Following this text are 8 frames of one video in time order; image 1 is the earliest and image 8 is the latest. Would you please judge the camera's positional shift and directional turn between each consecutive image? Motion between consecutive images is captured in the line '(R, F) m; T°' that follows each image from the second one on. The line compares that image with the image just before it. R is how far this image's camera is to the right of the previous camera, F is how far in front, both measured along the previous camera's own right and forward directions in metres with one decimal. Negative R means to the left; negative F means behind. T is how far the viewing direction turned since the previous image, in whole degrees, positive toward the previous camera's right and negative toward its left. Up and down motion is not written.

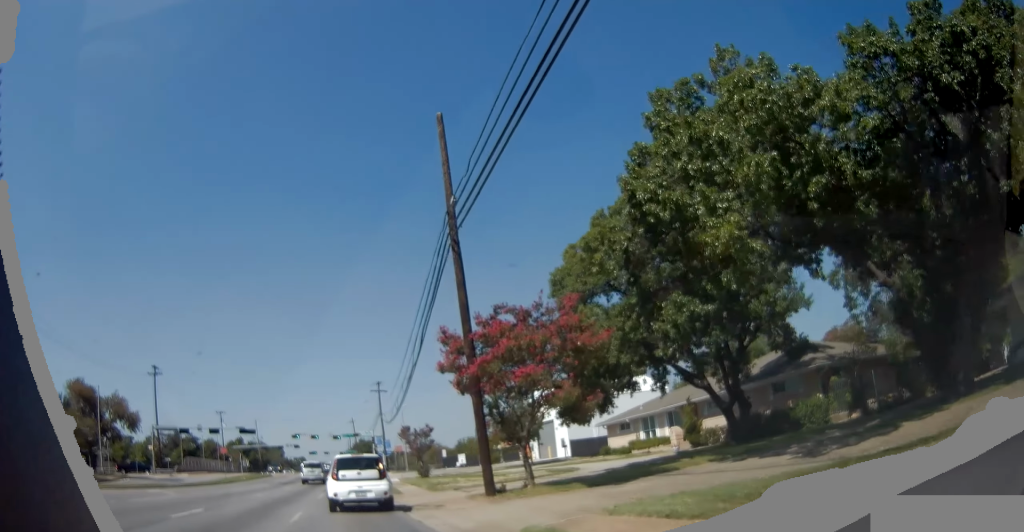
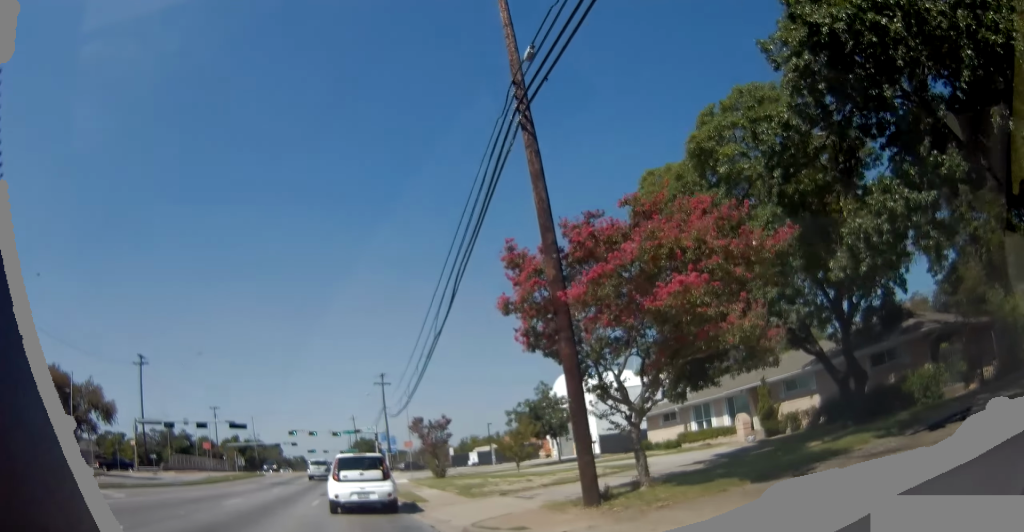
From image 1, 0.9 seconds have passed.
(-0.1, +6.7) m; -1°
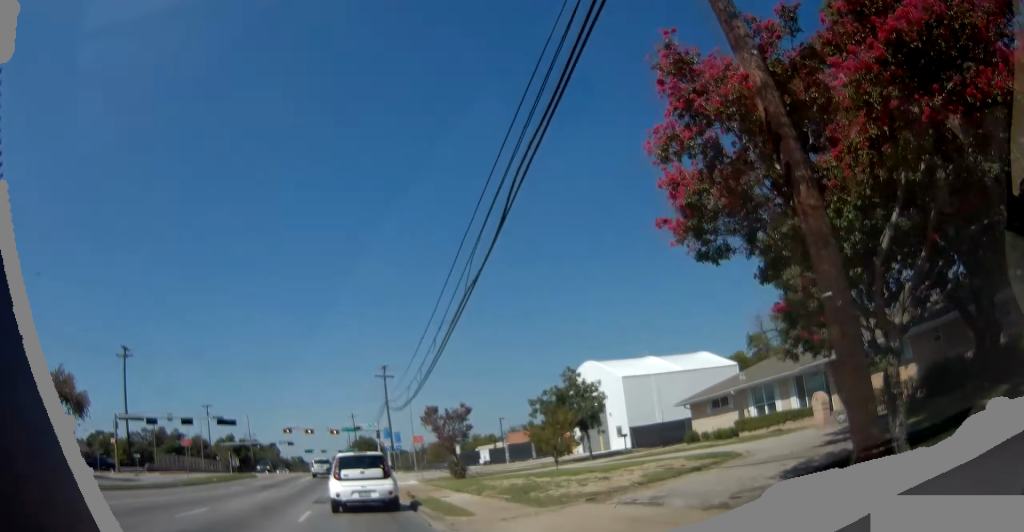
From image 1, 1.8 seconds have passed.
(0.0, +6.0) m; 0°
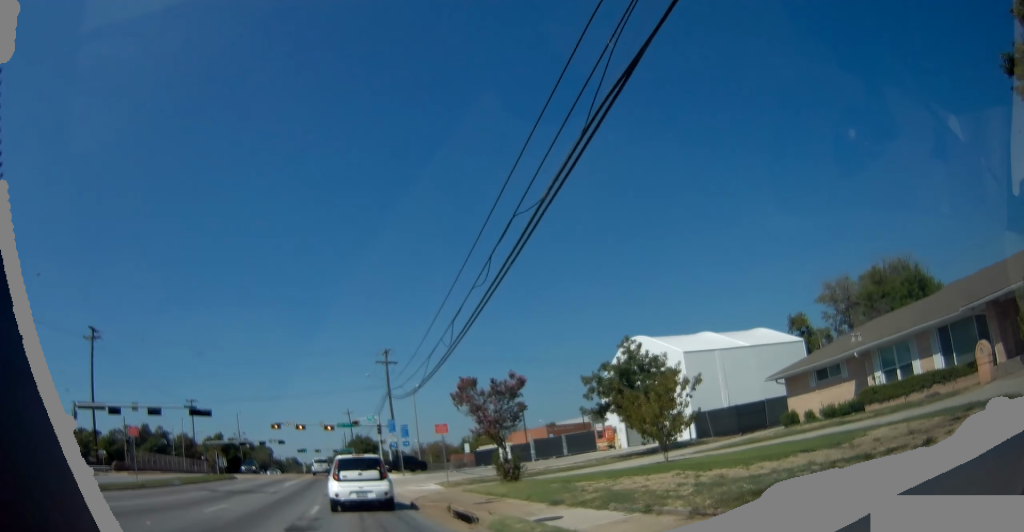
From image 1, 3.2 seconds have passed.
(0.0, +9.4) m; 0°
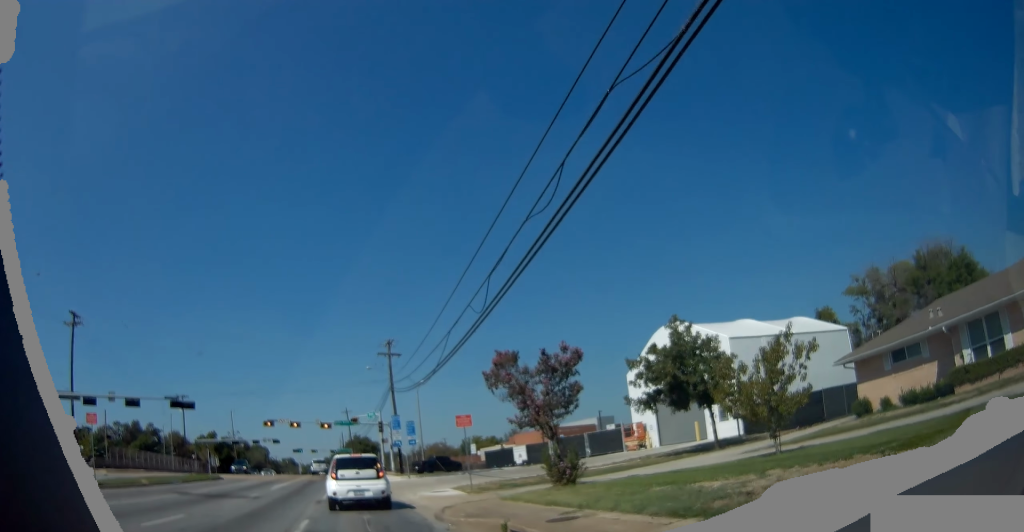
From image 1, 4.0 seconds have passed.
(0.0, +5.0) m; 0°
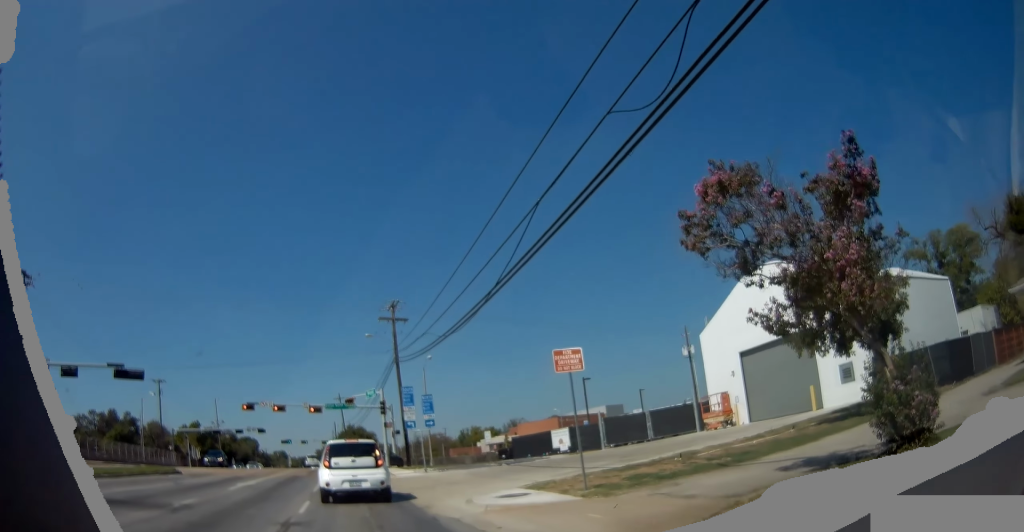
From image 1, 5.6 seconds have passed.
(+0.3, +10.4) m; +4°
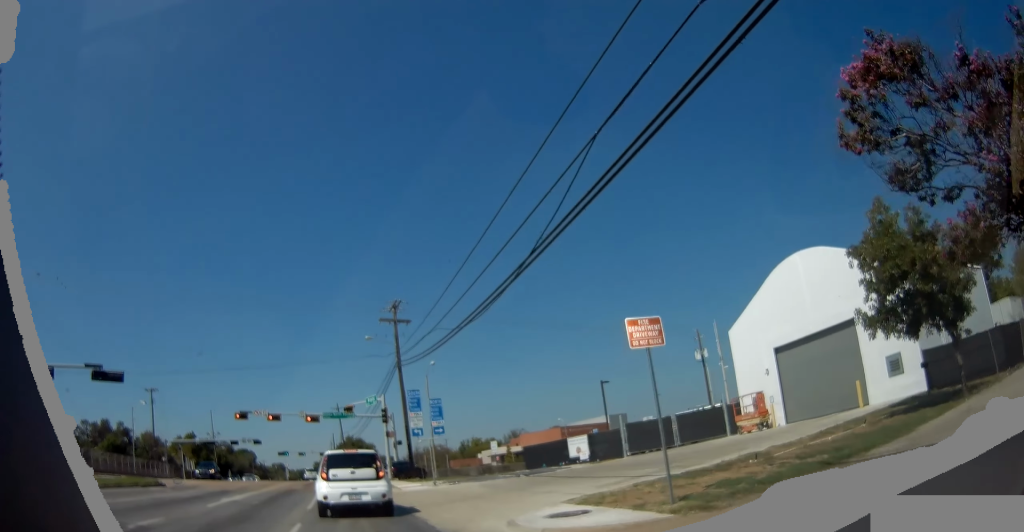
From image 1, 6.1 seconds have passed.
(0.0, +3.0) m; 0°
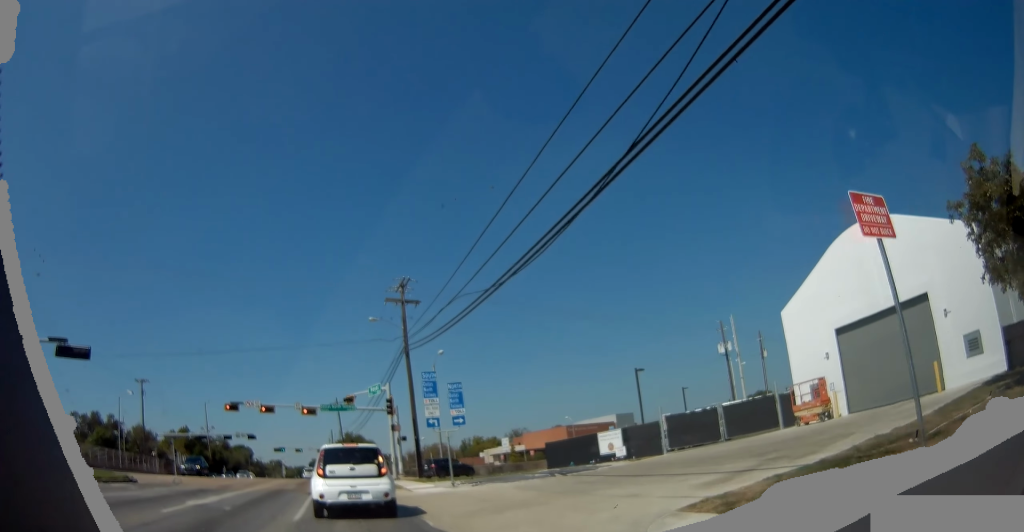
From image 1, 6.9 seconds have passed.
(0.0, +4.5) m; -2°
